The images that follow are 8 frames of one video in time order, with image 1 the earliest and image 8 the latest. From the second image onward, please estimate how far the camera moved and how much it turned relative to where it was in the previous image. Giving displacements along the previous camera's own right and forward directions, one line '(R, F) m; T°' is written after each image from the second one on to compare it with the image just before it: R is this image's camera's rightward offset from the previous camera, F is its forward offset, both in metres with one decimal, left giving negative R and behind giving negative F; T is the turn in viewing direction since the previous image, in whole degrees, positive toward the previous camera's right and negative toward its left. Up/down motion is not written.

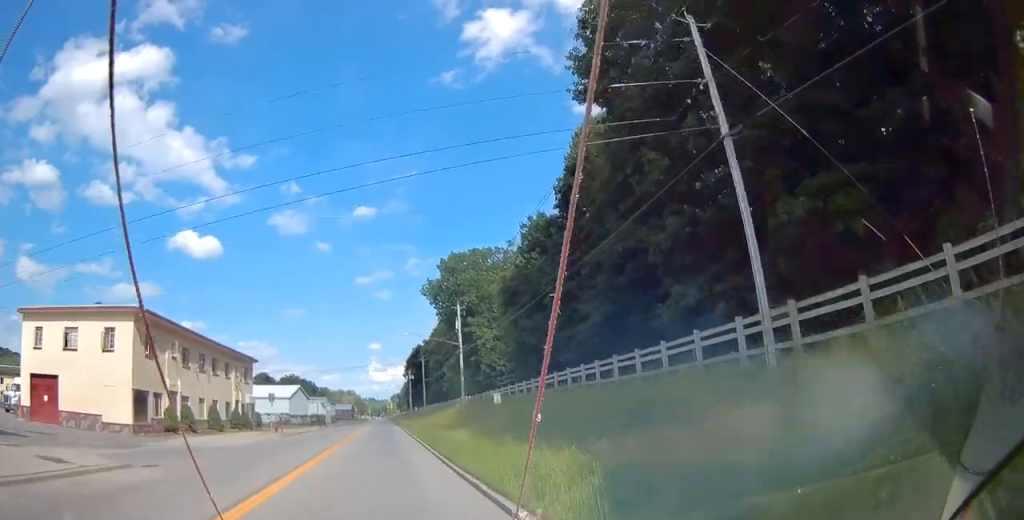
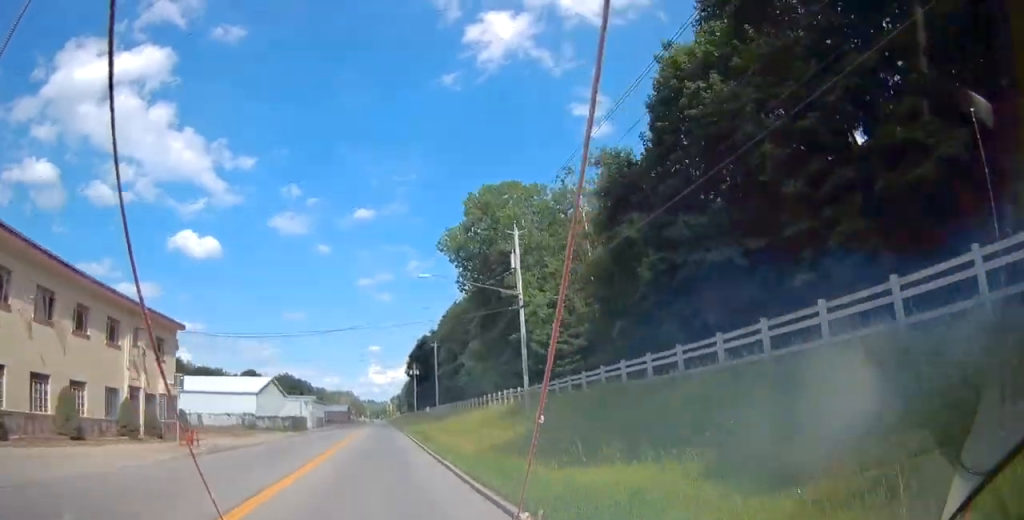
(-2.2, +26.6) m; -2°
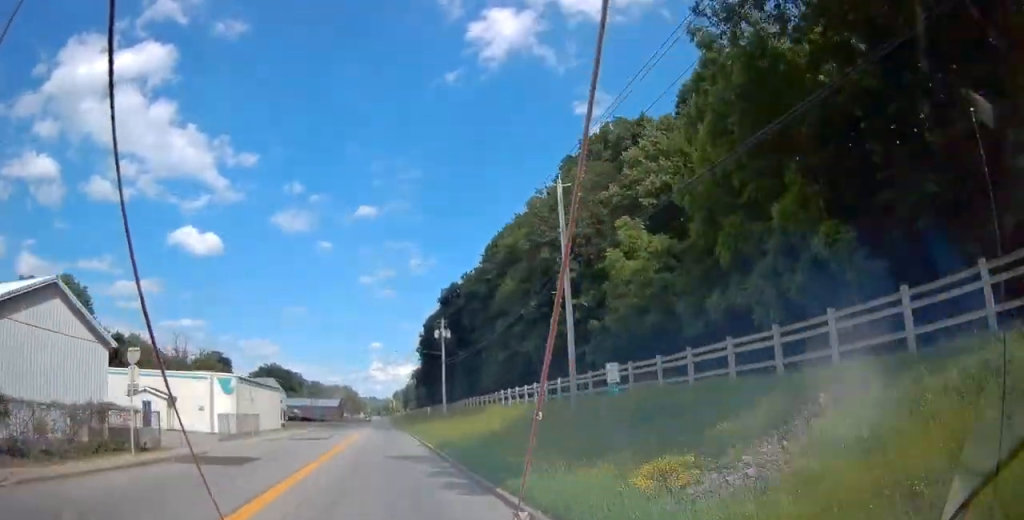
(-1.0, +60.1) m; 0°
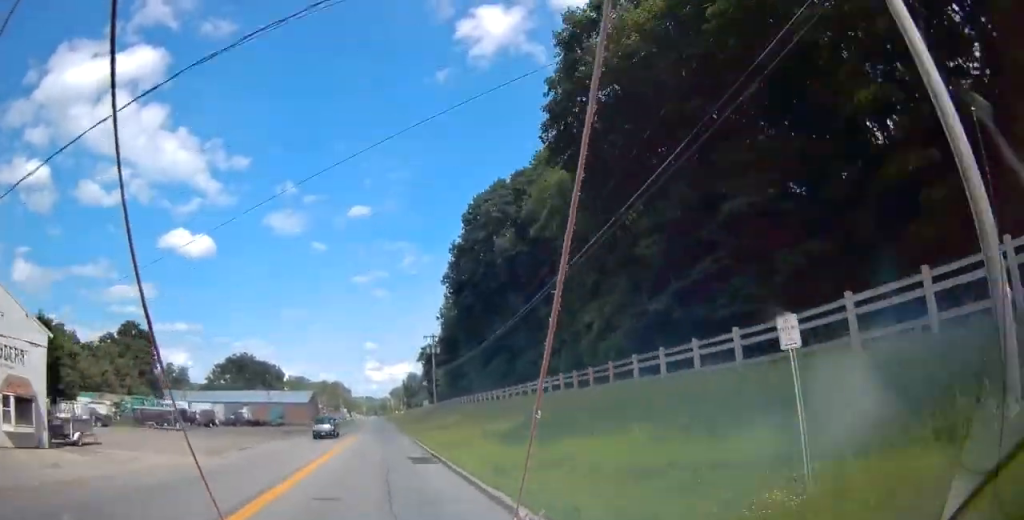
(+0.9, +70.8) m; +1°
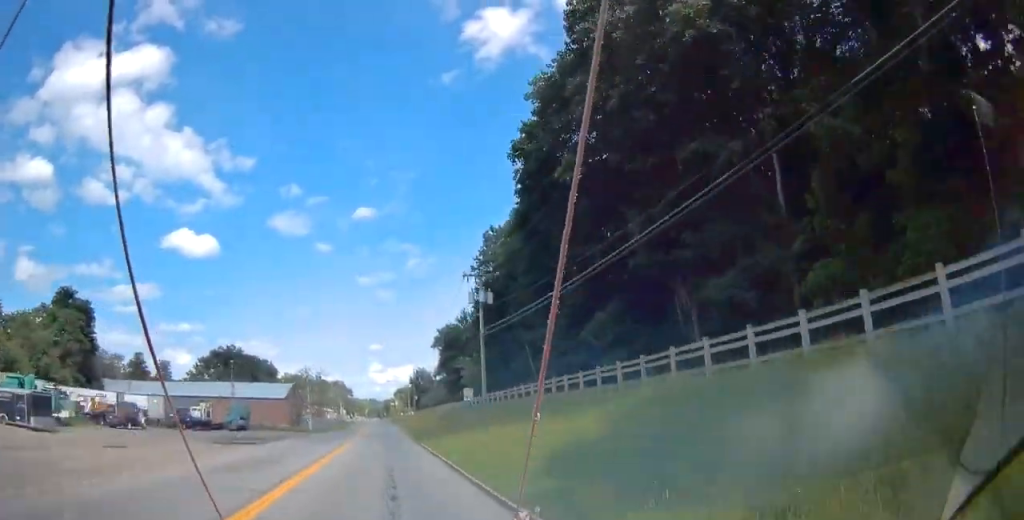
(+0.2, +33.3) m; 0°
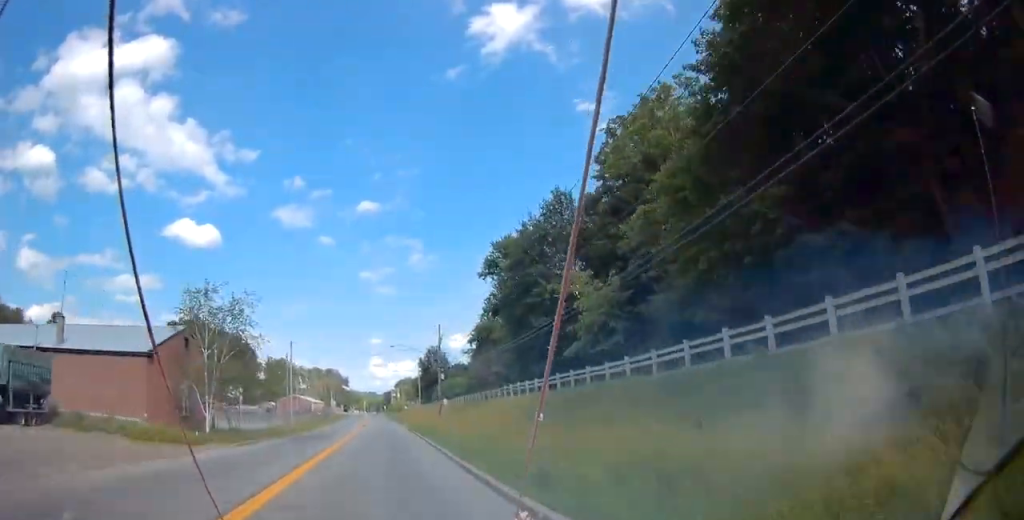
(-0.2, +52.3) m; -1°
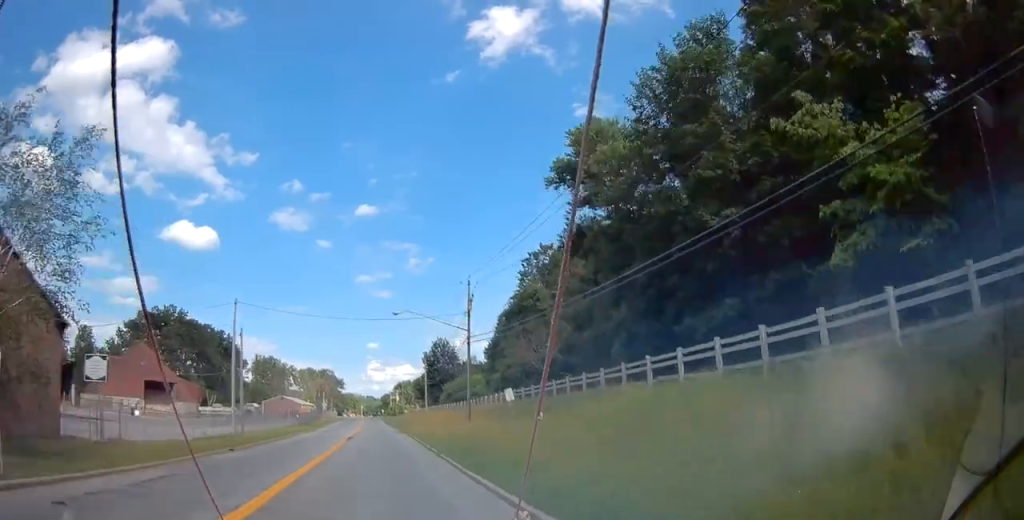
(-0.2, +23.6) m; 0°
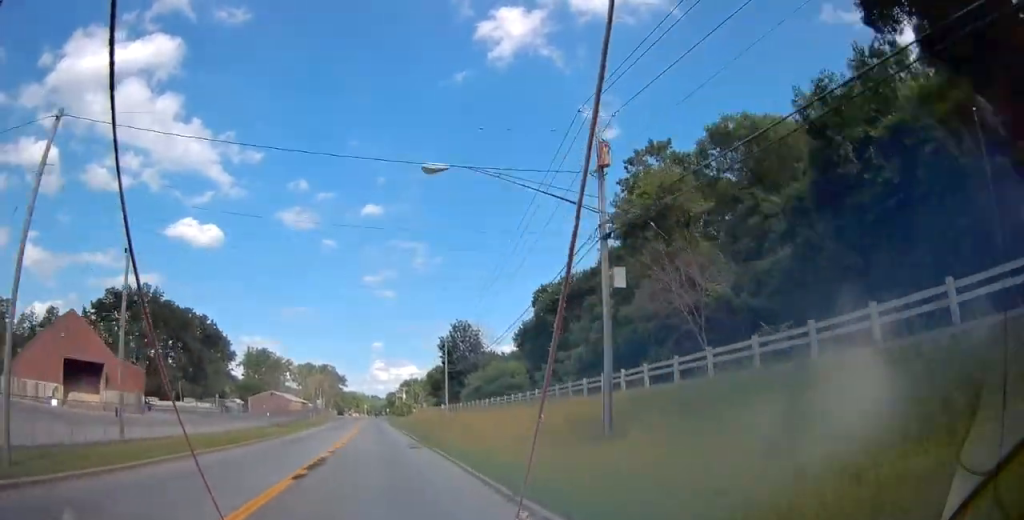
(-0.2, +25.2) m; 0°
